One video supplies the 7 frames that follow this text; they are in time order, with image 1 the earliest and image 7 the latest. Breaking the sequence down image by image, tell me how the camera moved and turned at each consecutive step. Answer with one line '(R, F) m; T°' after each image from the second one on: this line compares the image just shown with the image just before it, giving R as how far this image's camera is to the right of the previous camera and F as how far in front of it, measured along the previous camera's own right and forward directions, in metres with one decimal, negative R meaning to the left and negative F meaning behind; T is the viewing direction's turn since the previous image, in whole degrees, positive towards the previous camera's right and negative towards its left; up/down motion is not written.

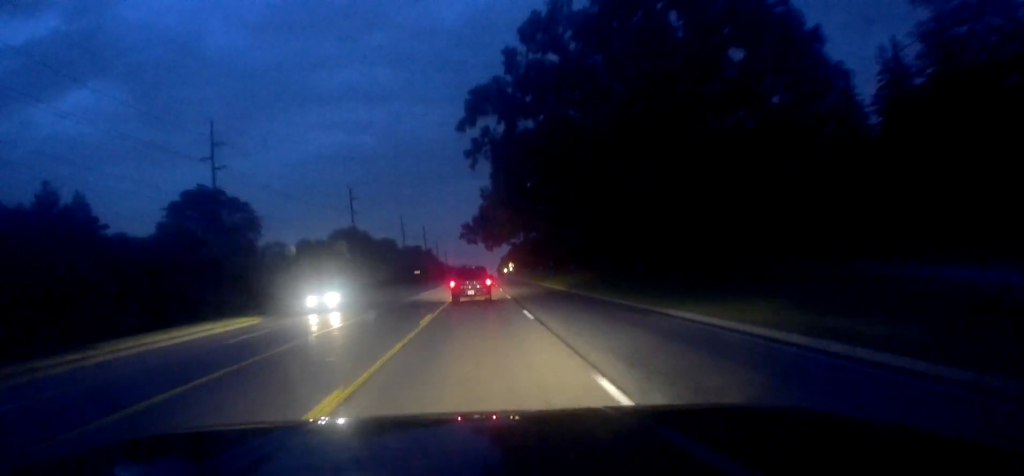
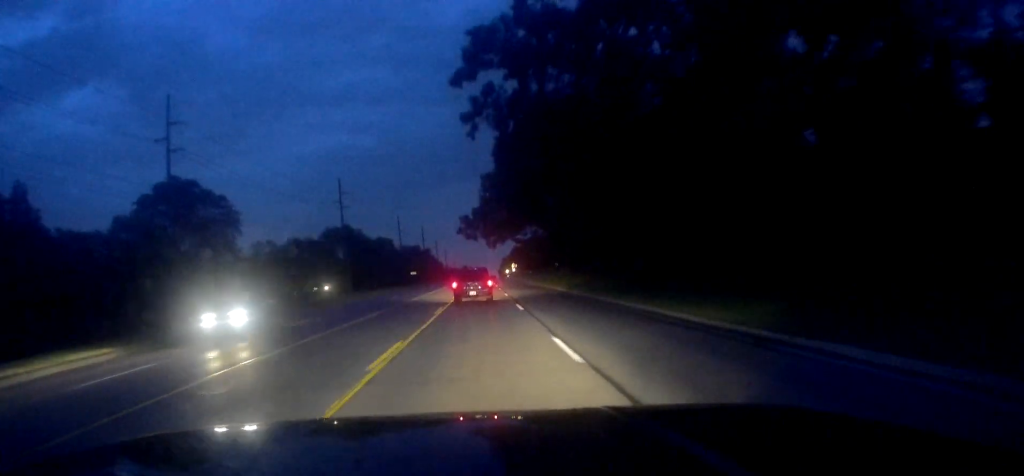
(+0.1, +9.0) m; -1°
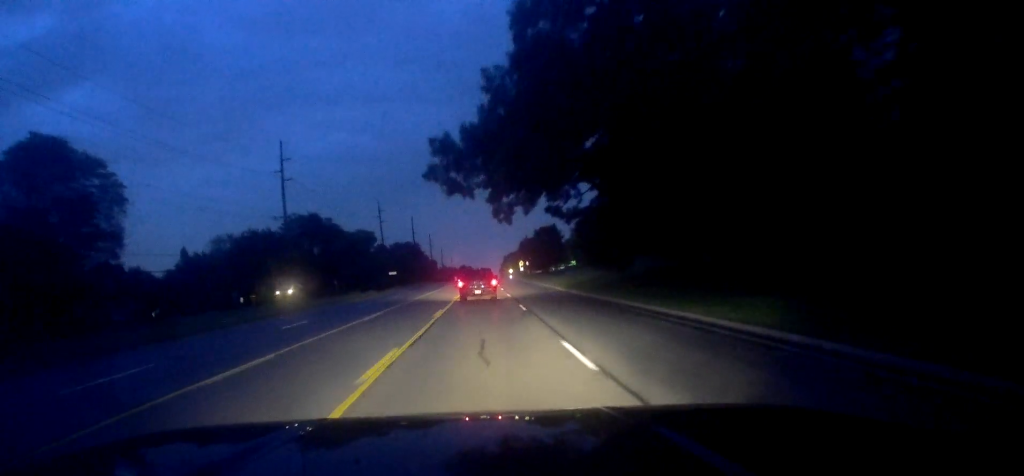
(-1.1, +30.2) m; 0°
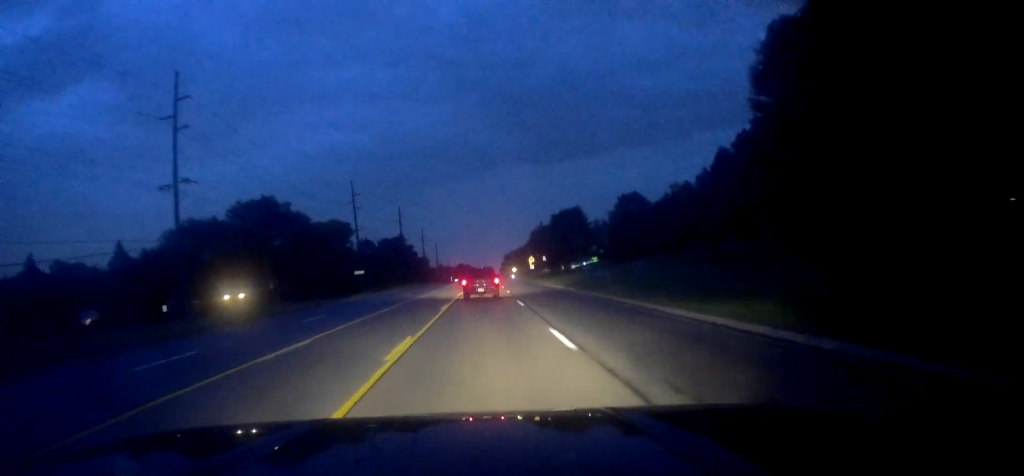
(+0.9, +26.2) m; +2°
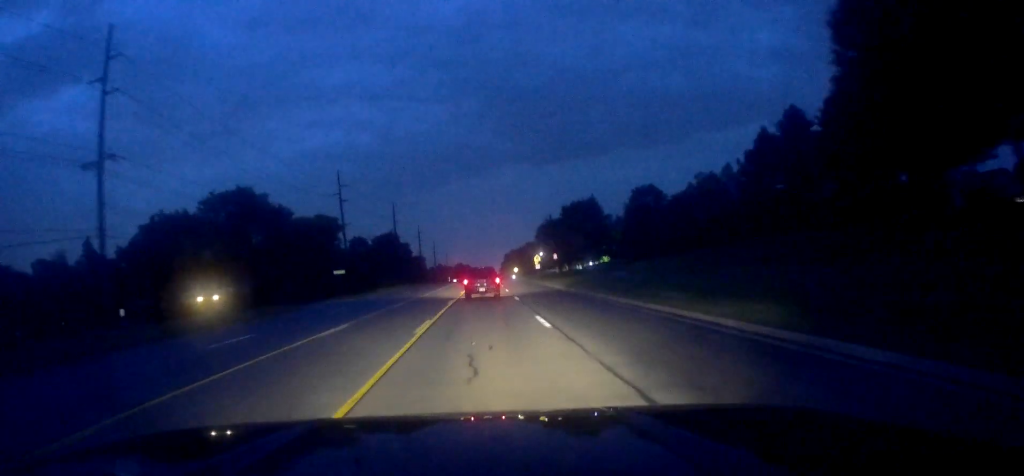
(-0.2, +10.6) m; -1°
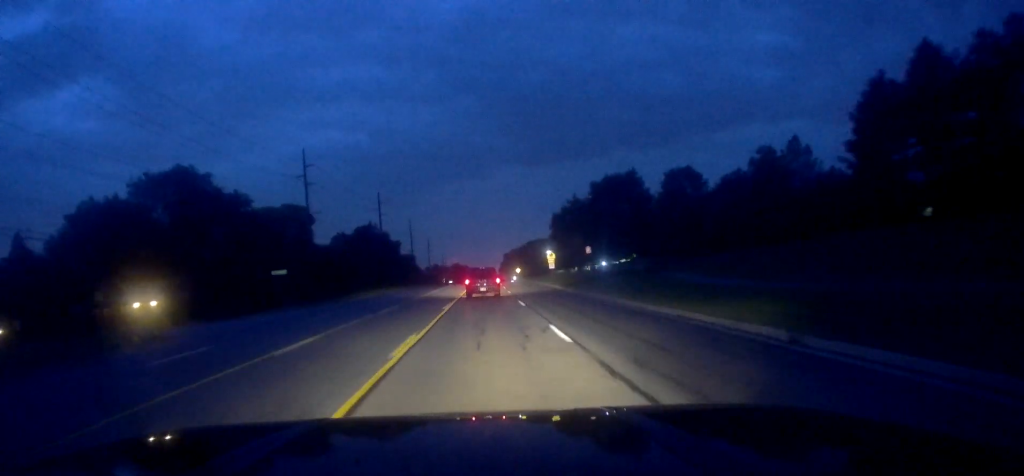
(-0.4, +19.3) m; -1°
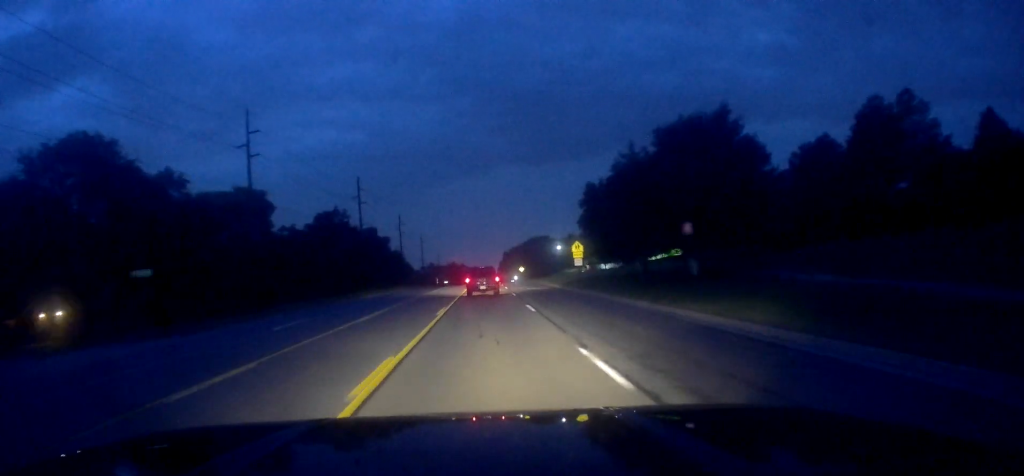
(+0.1, +20.1) m; +1°
